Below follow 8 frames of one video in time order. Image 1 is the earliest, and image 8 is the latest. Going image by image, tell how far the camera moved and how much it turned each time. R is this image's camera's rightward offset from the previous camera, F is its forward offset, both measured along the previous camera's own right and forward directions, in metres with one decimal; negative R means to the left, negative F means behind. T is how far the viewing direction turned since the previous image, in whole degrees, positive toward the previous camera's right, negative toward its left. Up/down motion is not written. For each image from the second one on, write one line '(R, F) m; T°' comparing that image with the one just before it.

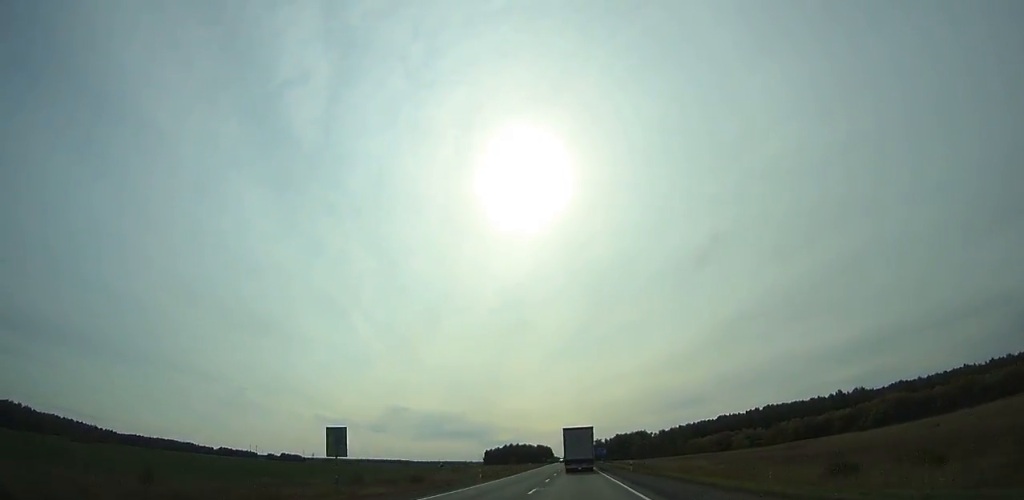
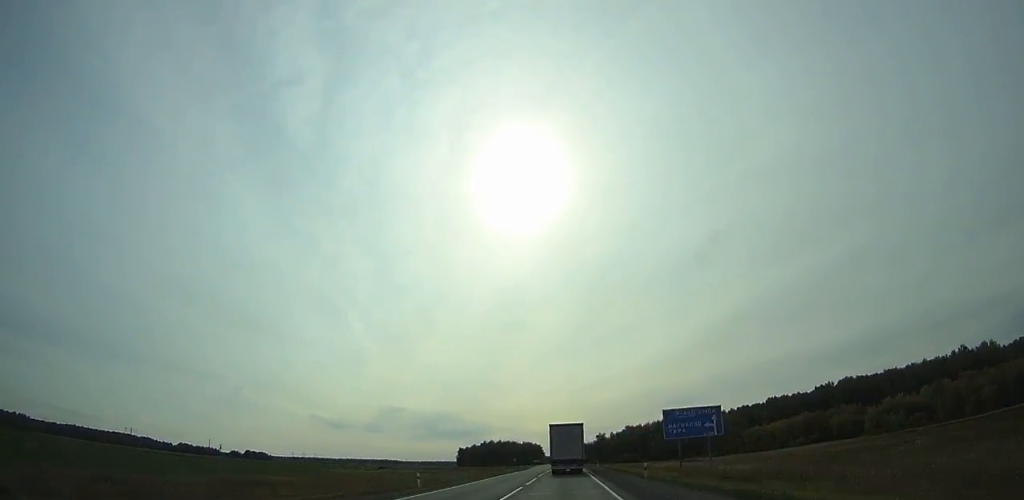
(0.0, +120.3) m; 0°
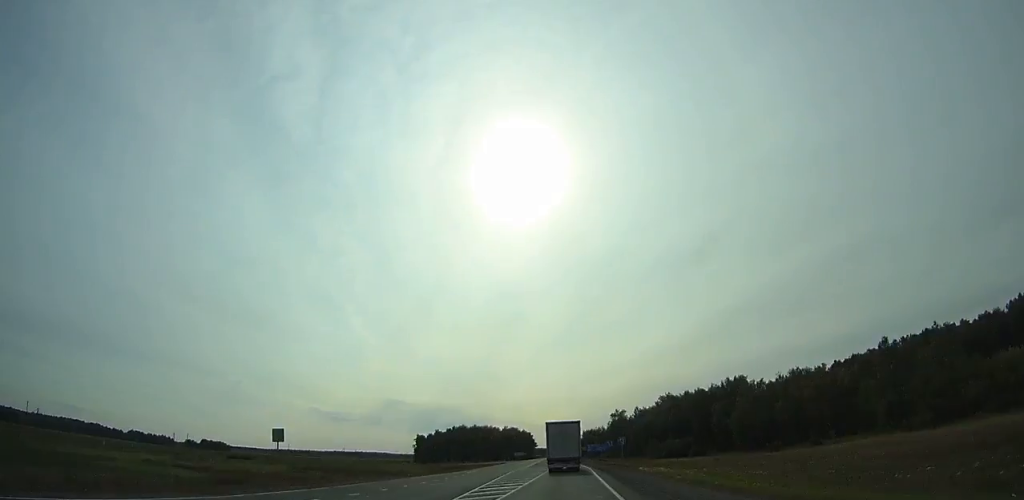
(-0.1, +139.5) m; 0°
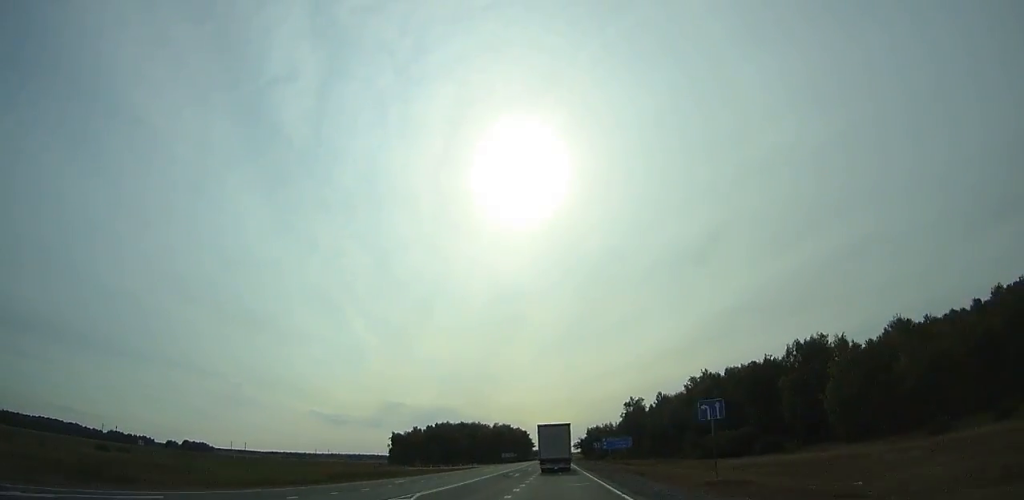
(0.0, +56.0) m; 0°
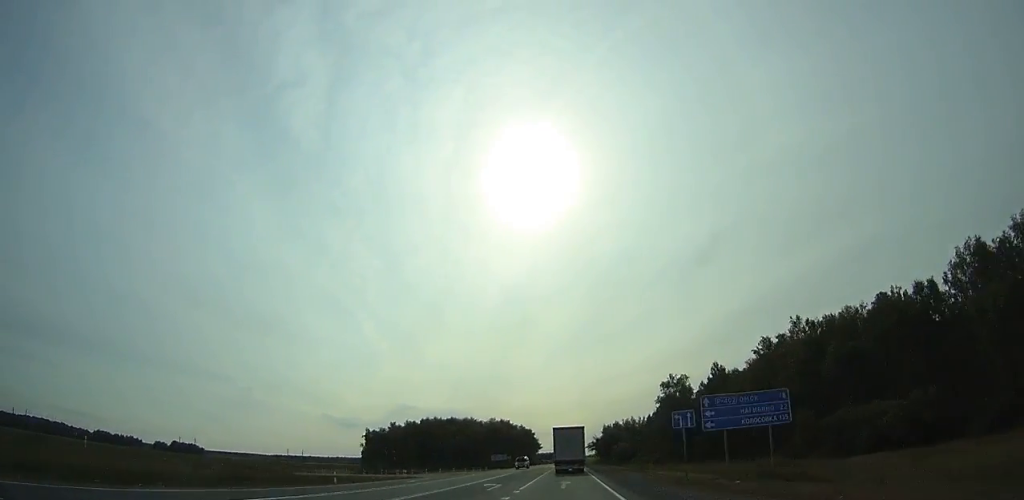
(-0.2, +58.0) m; 0°
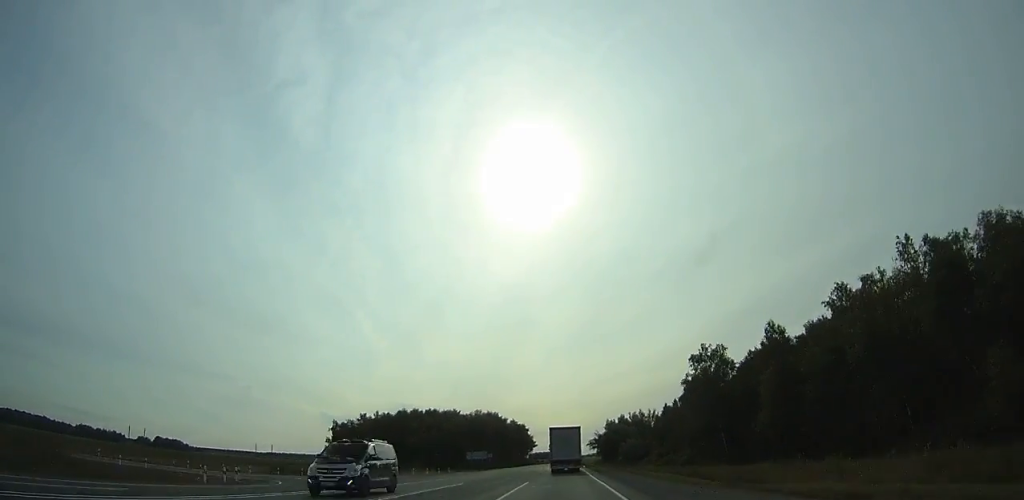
(-0.3, +34.9) m; 0°
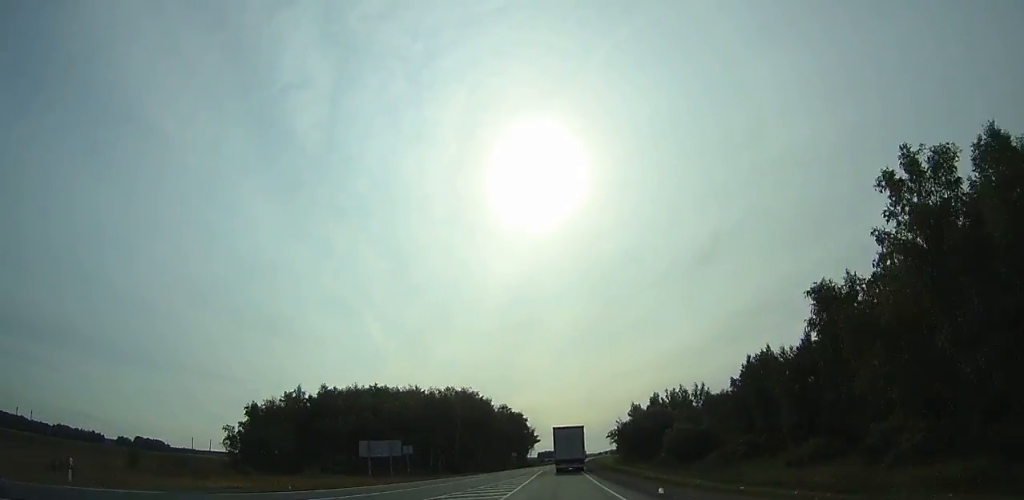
(-0.2, +65.1) m; 0°
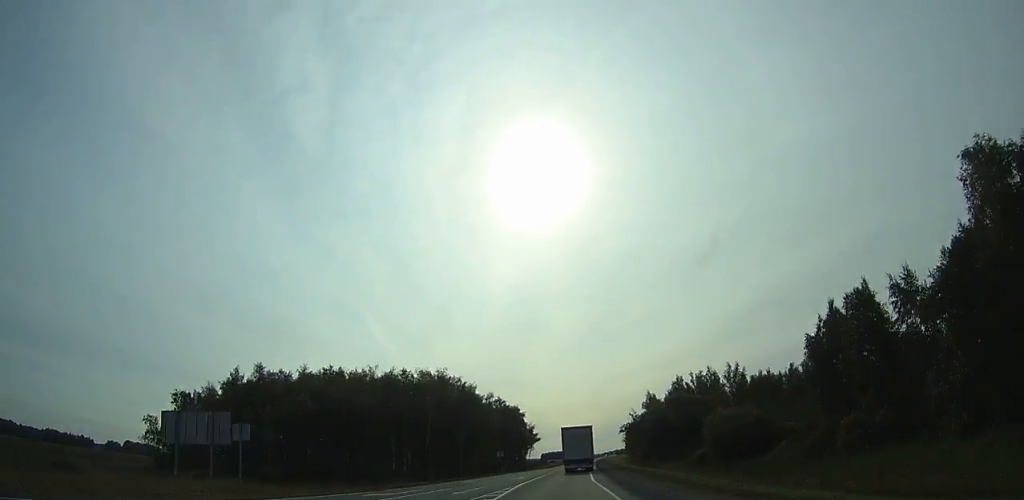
(0.0, +27.9) m; 0°
